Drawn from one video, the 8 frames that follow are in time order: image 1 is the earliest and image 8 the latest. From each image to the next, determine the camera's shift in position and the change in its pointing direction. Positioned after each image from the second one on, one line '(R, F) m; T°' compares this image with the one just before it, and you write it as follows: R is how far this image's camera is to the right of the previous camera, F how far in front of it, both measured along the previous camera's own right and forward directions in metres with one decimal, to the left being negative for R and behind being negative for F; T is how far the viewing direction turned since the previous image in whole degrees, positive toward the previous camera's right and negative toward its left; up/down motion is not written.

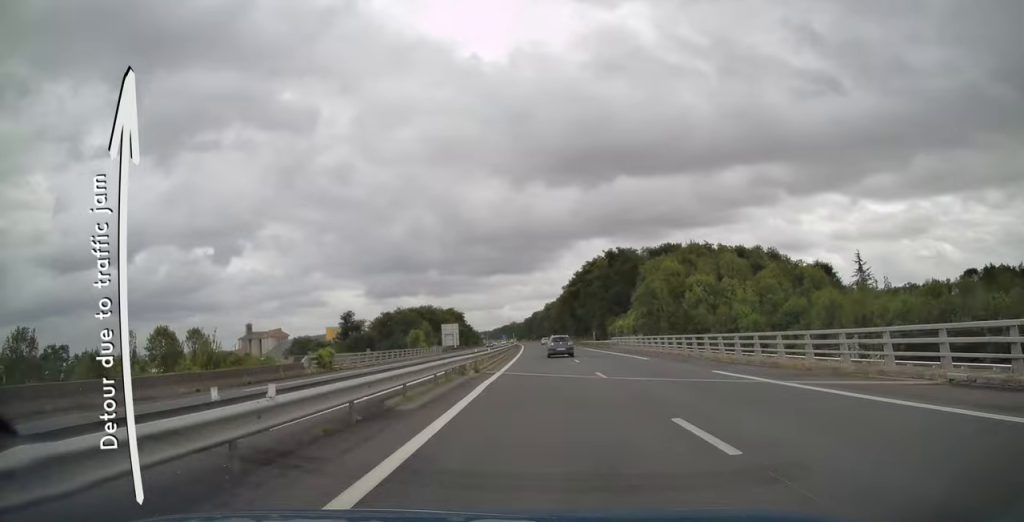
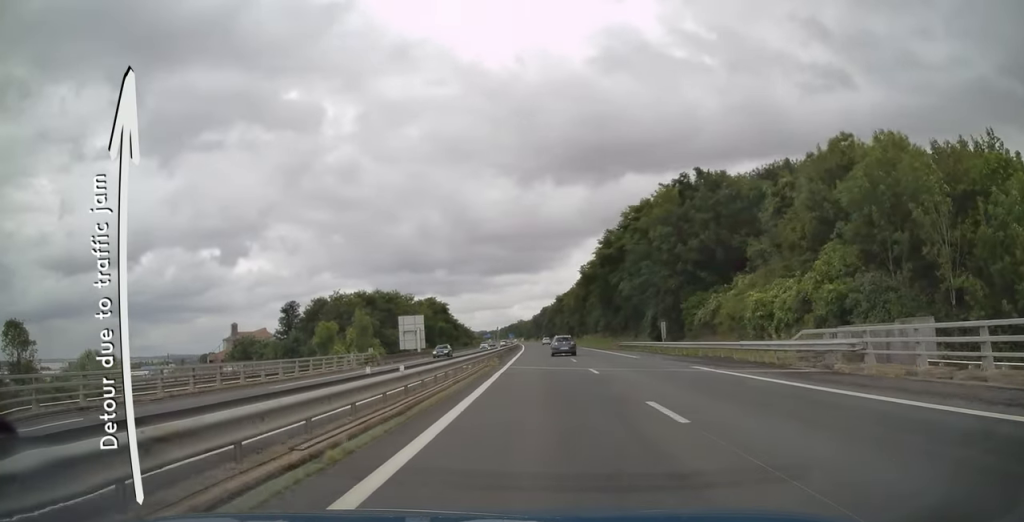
(-0.2, +49.6) m; 0°
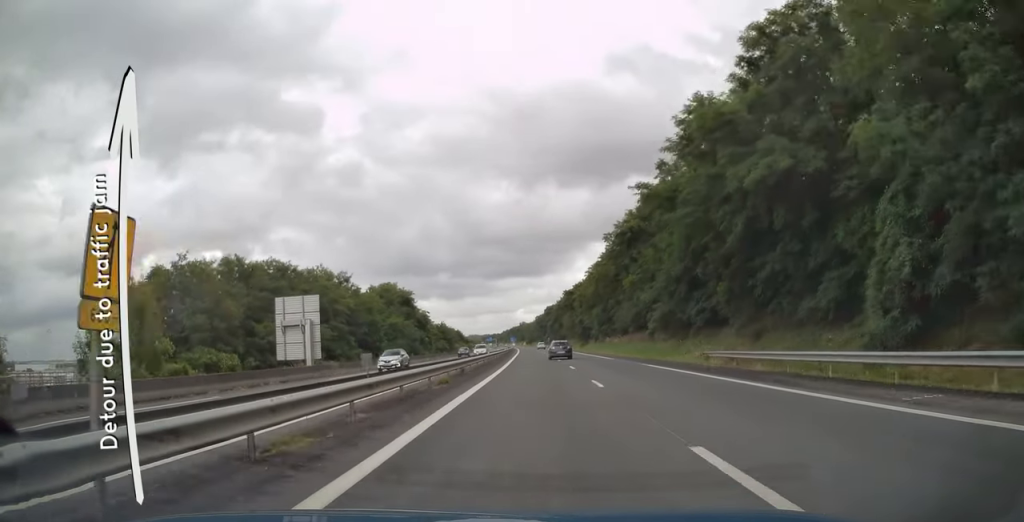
(-0.4, +43.9) m; -1°
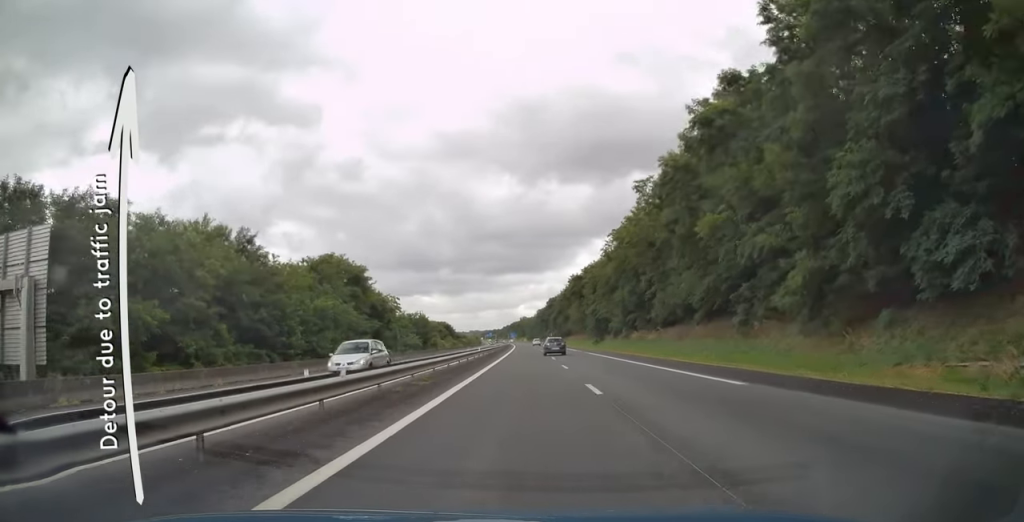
(-0.2, +29.0) m; 0°
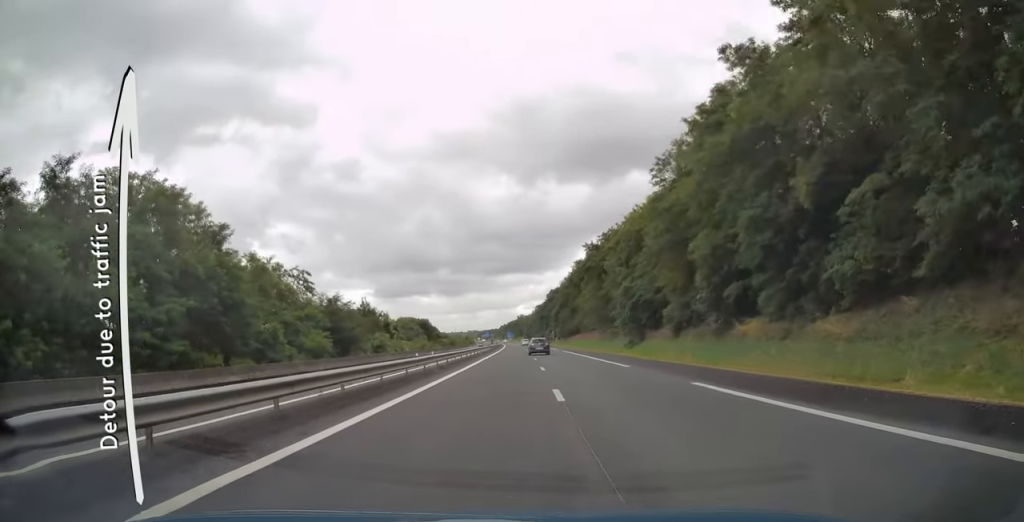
(0.0, +40.3) m; 0°
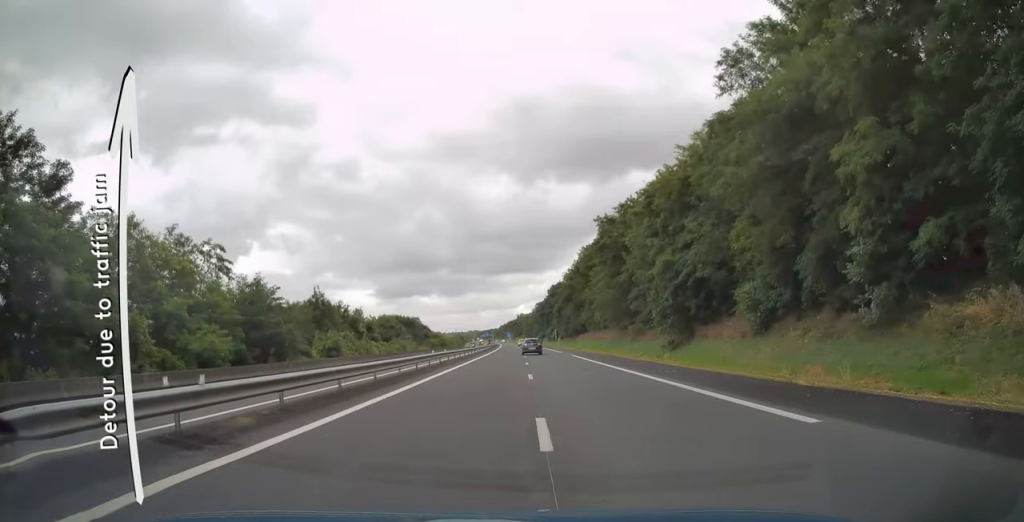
(0.0, +18.7) m; 0°
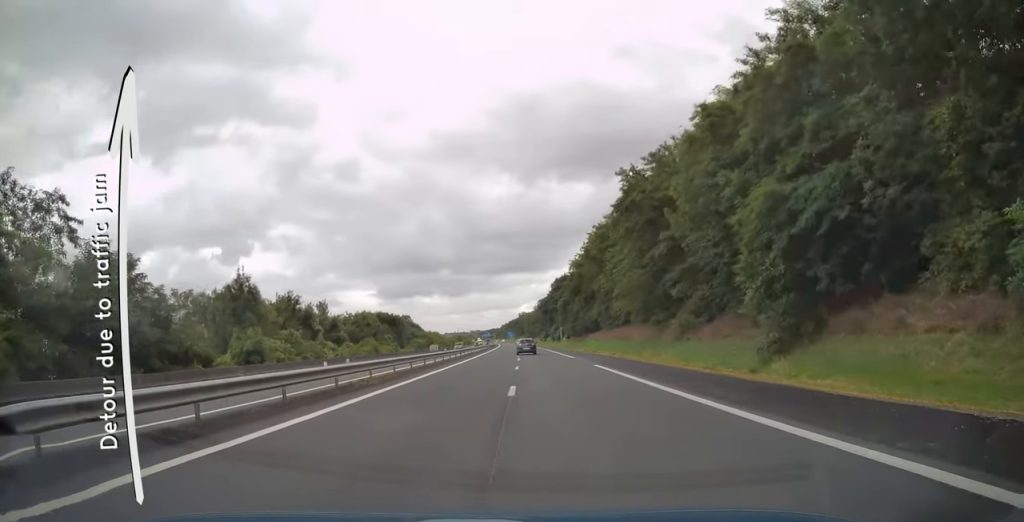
(0.0, +18.7) m; 0°
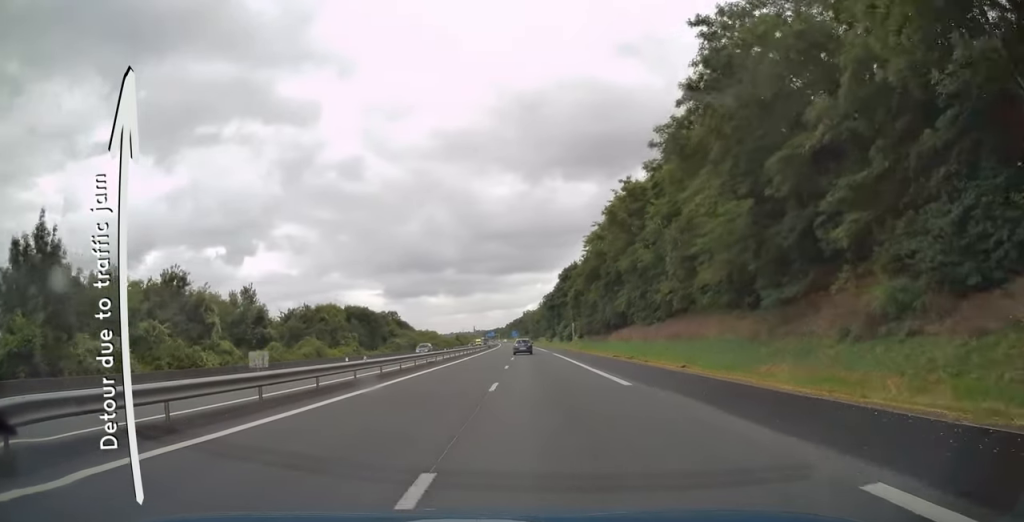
(-0.1, +24.4) m; 0°
